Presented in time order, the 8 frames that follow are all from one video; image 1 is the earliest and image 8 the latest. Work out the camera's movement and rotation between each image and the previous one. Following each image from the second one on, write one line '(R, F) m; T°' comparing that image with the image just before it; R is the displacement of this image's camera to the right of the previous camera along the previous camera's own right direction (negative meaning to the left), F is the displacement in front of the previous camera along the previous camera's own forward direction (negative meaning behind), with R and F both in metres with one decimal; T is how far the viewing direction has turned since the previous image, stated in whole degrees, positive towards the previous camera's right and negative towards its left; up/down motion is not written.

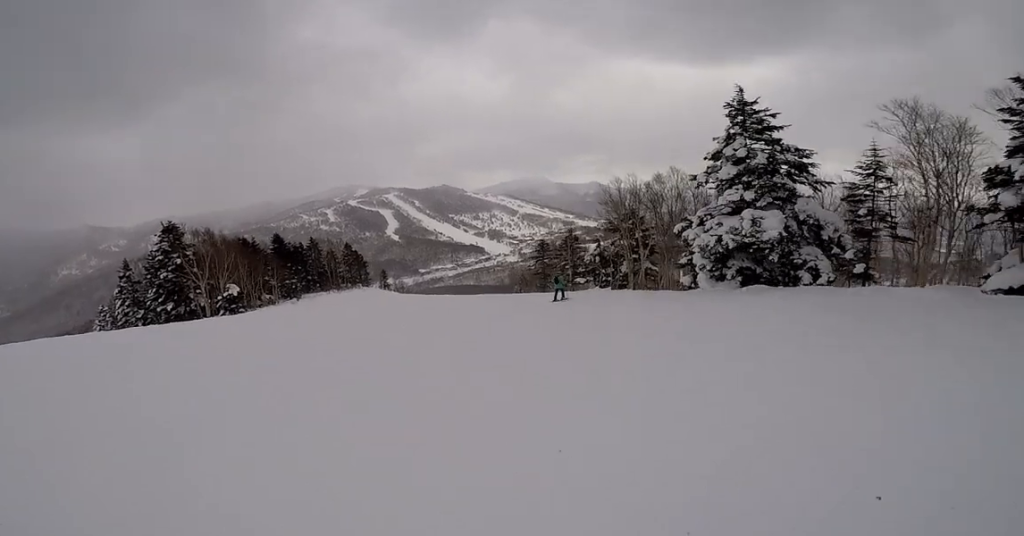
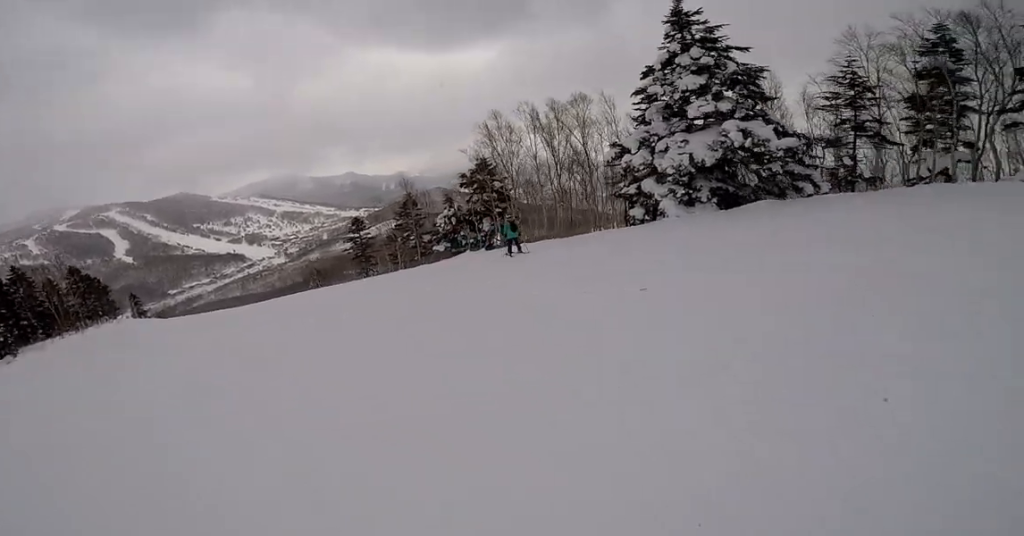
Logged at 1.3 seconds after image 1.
(+2.7, +9.1) m; +34°
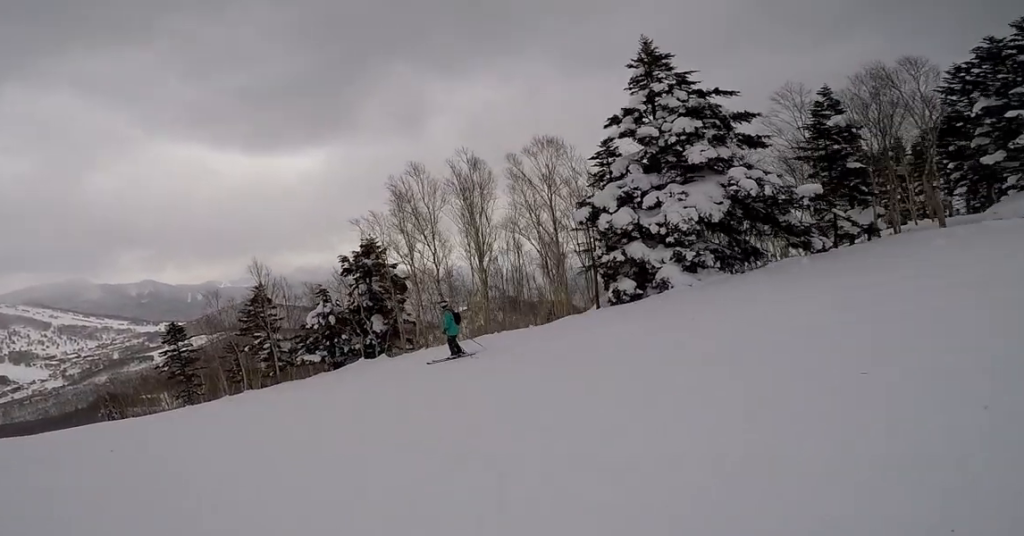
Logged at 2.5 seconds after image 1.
(+2.2, +6.9) m; +18°
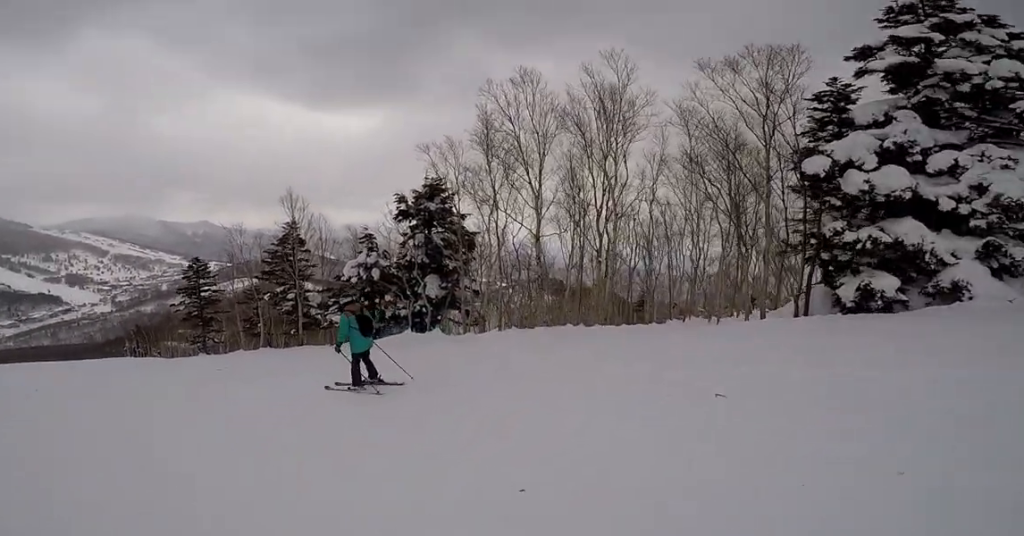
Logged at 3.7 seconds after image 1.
(-0.8, +7.1) m; -10°
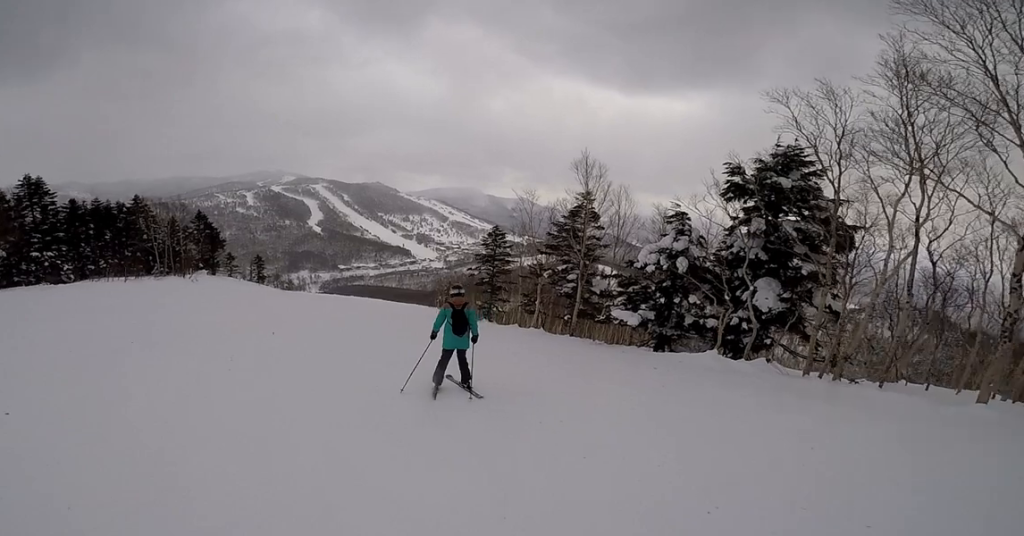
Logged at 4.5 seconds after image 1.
(+0.1, +4.1) m; -12°
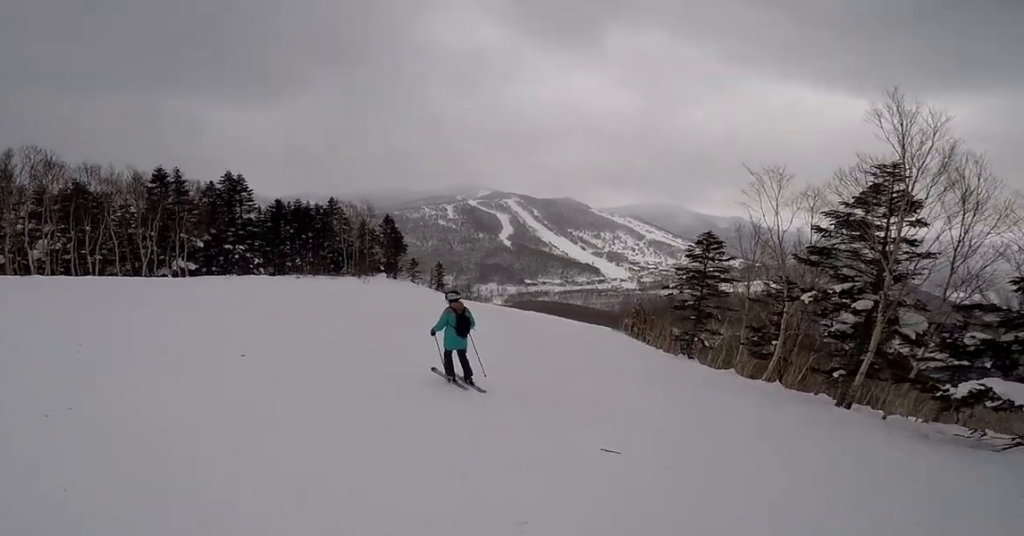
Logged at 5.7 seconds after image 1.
(-1.9, +6.1) m; -30°
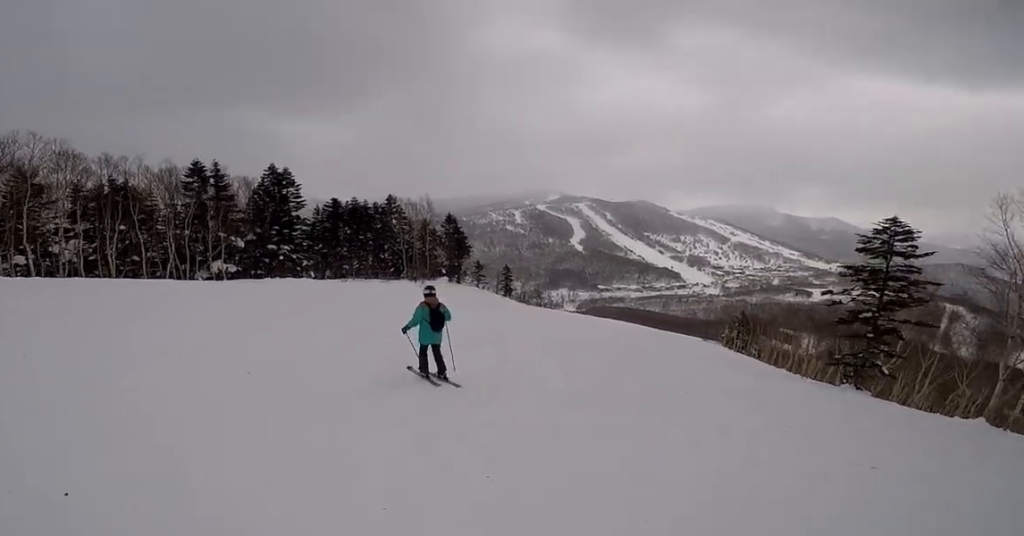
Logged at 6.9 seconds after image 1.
(-1.1, +5.9) m; -17°
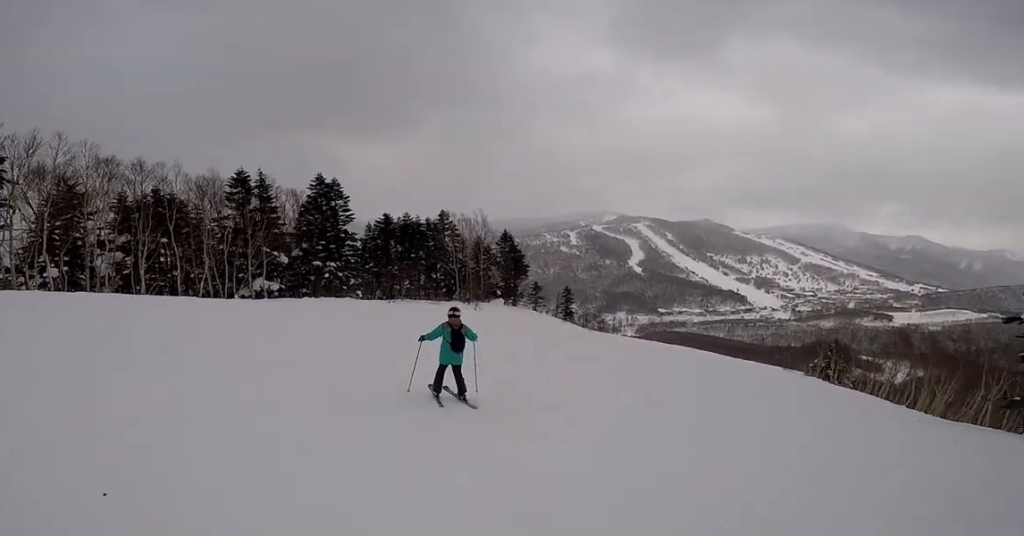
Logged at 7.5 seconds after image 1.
(-0.5, +3.9) m; -2°
